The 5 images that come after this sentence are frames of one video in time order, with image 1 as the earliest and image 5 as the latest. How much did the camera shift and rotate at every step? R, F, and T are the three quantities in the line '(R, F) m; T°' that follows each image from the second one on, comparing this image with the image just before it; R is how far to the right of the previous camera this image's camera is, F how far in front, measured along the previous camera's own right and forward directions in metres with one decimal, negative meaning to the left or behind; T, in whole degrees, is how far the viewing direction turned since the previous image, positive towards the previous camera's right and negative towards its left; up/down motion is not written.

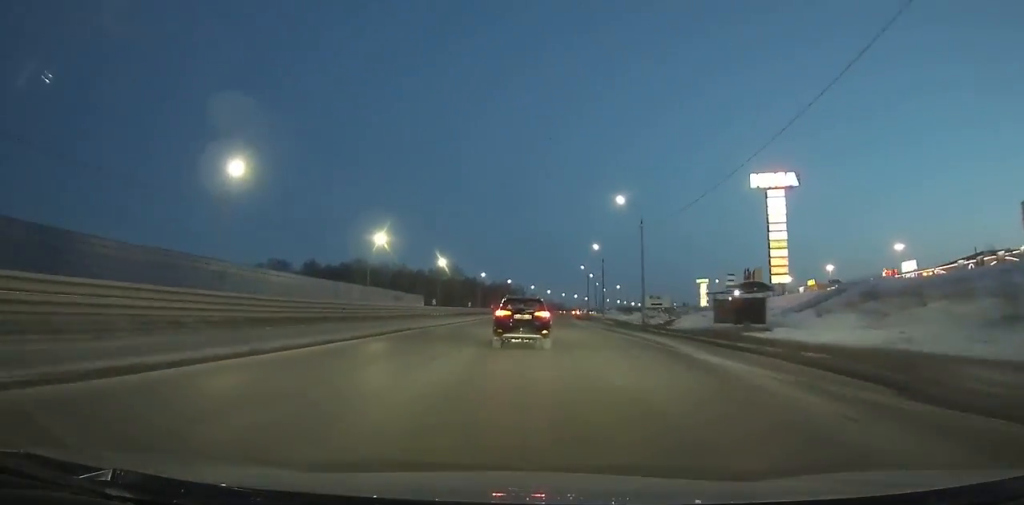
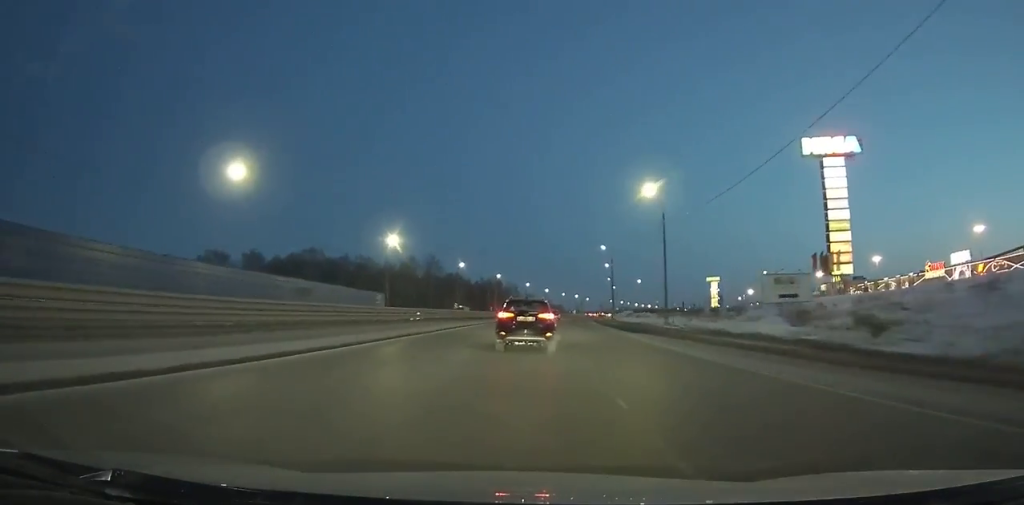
(+0.9, +46.2) m; +2°
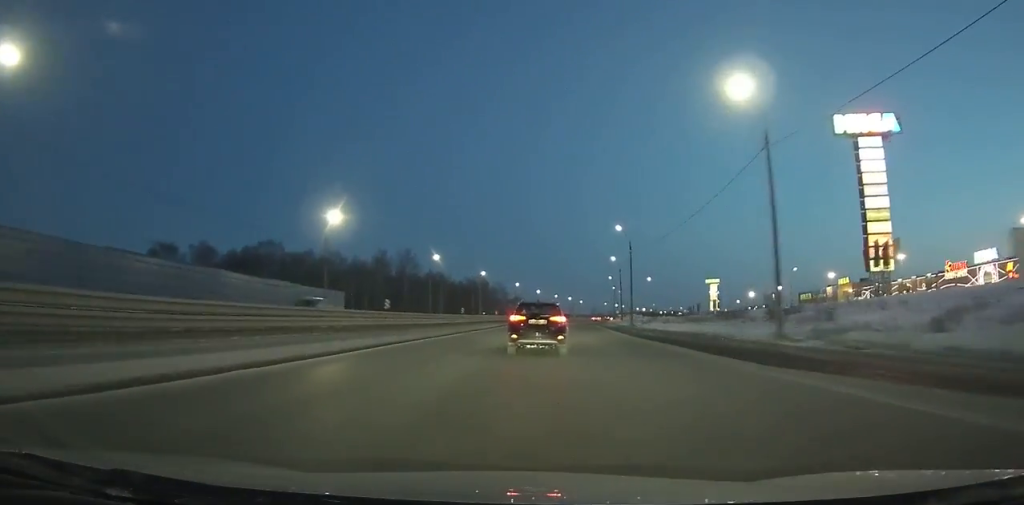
(-0.1, +24.9) m; +1°
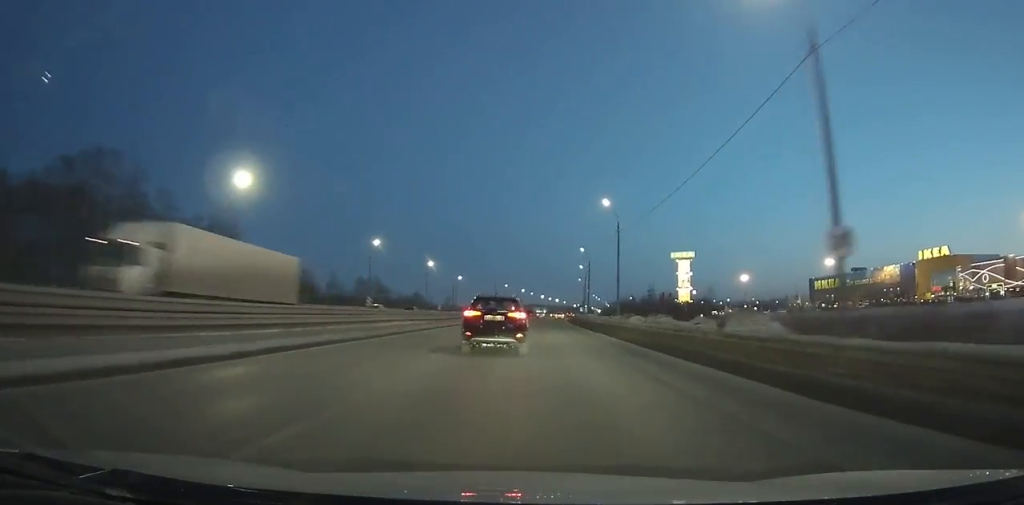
(+16.6, +189.1) m; +9°
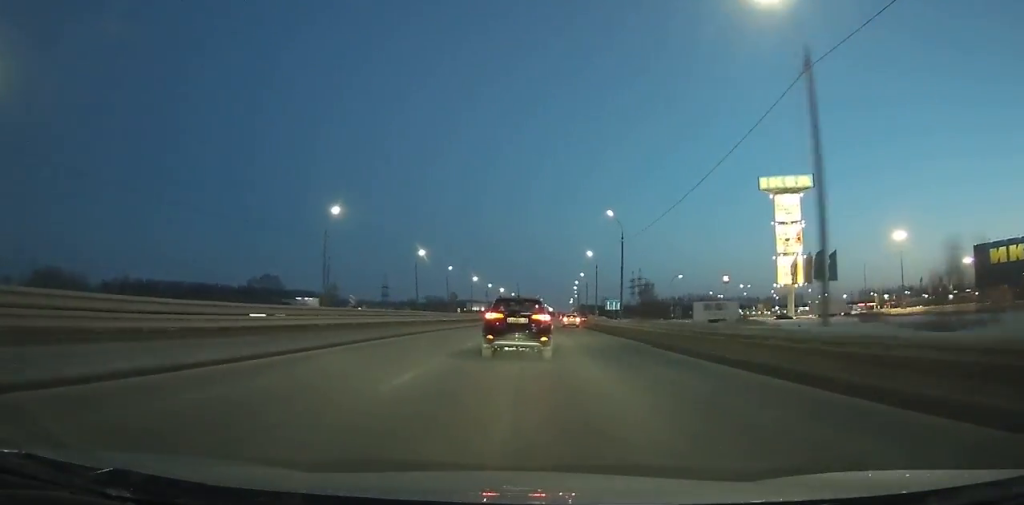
(+7.7, +160.1) m; +6°
